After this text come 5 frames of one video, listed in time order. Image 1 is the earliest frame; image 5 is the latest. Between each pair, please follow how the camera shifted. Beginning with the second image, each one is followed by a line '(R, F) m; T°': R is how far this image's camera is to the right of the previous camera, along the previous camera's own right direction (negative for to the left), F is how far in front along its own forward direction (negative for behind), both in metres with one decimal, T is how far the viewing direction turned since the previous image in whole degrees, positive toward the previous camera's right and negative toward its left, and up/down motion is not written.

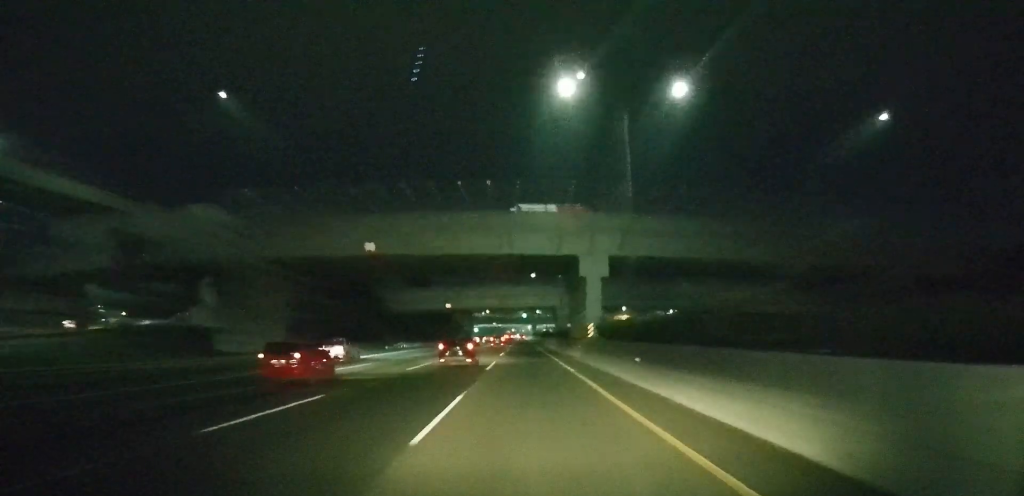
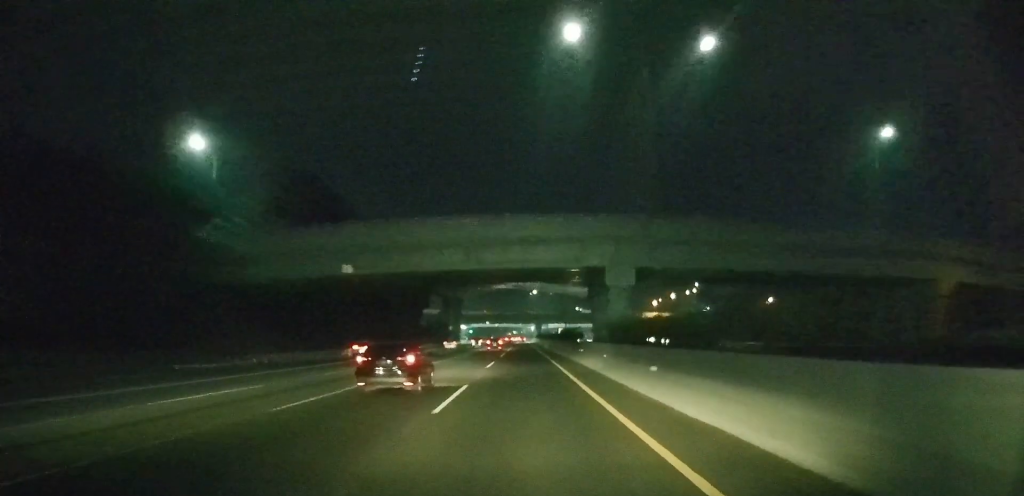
(-0.2, +57.1) m; -1°
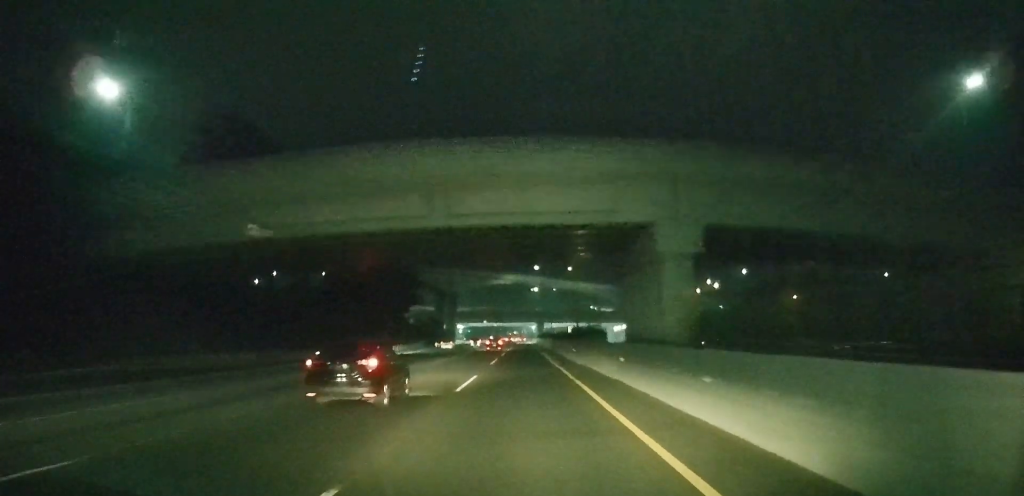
(-0.1, +15.1) m; 0°
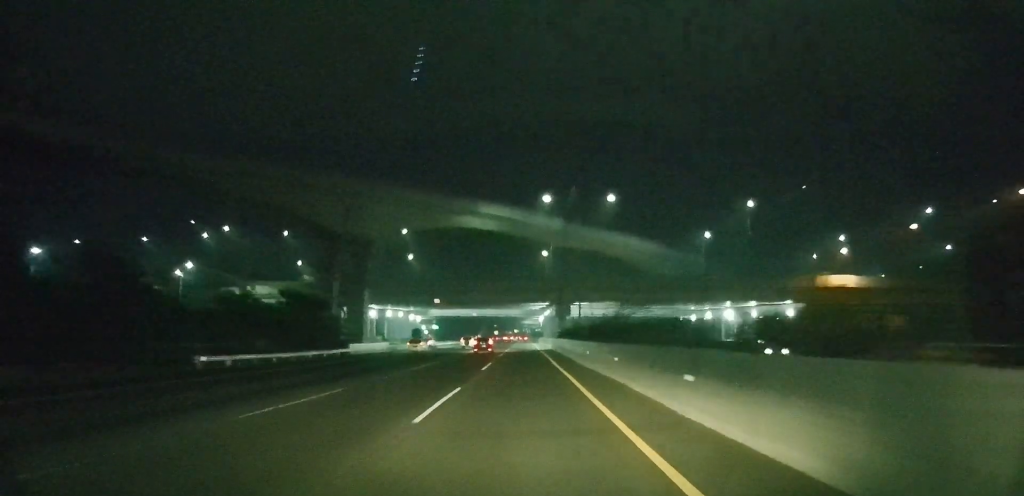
(-0.4, +112.2) m; 0°
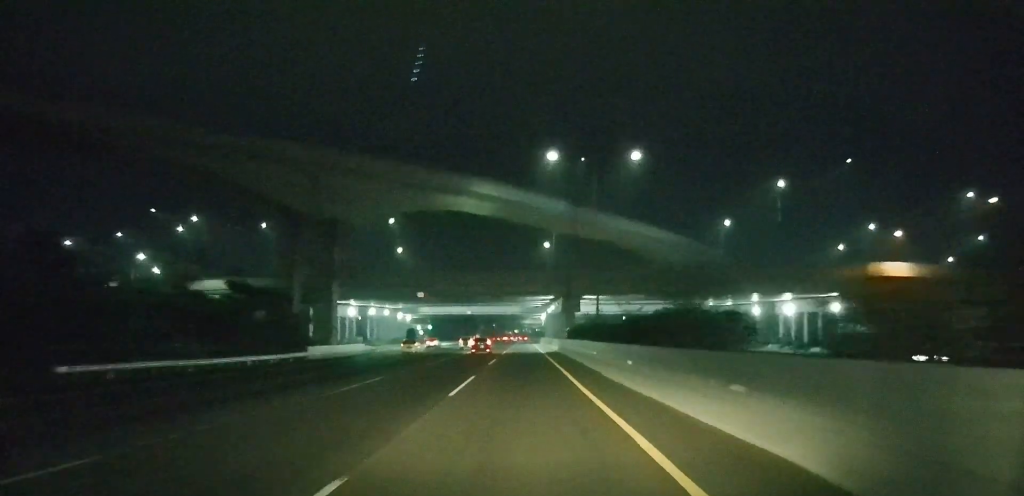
(0.0, +17.3) m; 0°
